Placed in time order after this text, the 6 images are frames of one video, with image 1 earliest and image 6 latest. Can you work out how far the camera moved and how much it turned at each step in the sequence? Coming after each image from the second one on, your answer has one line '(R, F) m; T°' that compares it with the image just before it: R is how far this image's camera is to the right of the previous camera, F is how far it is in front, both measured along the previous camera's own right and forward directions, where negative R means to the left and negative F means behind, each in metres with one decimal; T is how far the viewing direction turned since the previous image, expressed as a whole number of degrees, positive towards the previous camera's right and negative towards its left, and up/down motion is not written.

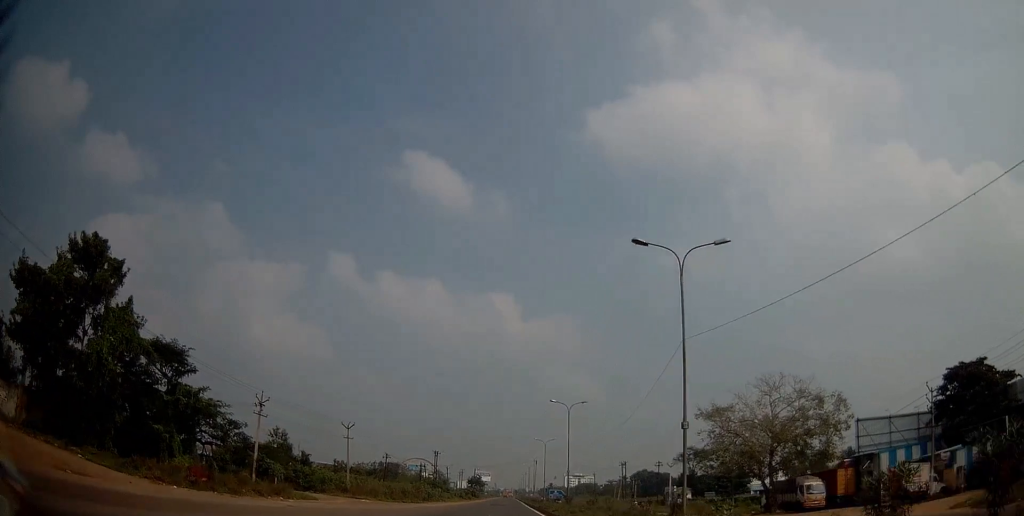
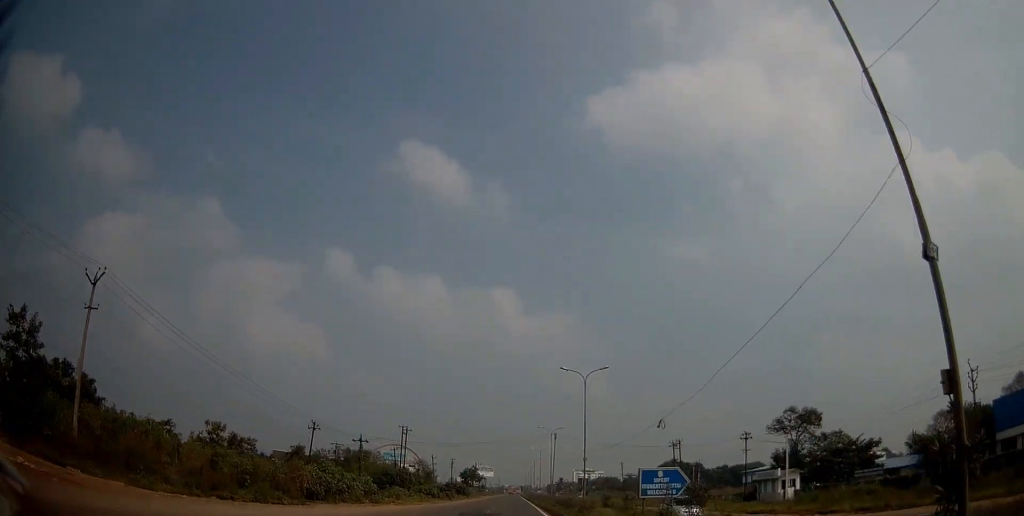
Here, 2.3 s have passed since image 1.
(0.0, +44.2) m; 0°
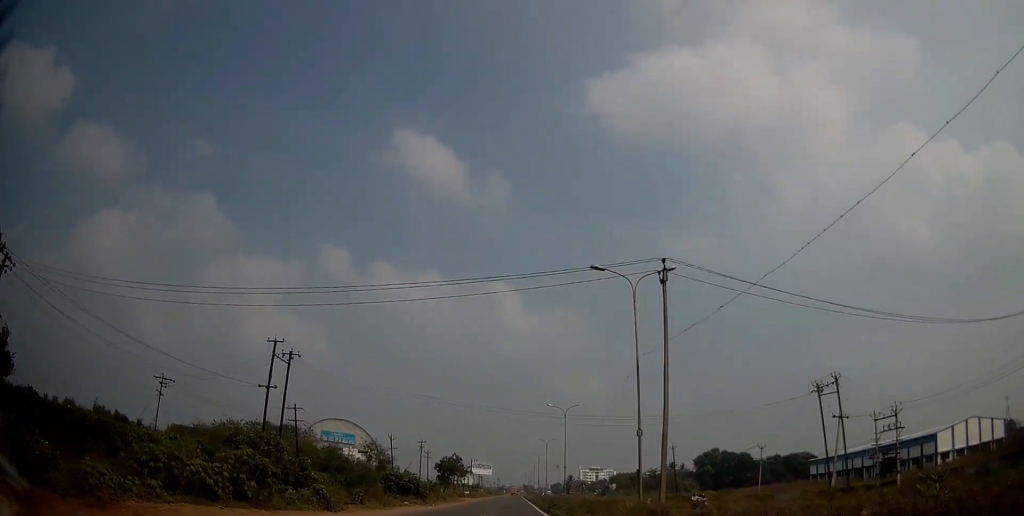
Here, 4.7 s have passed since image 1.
(-0.4, +50.8) m; -1°
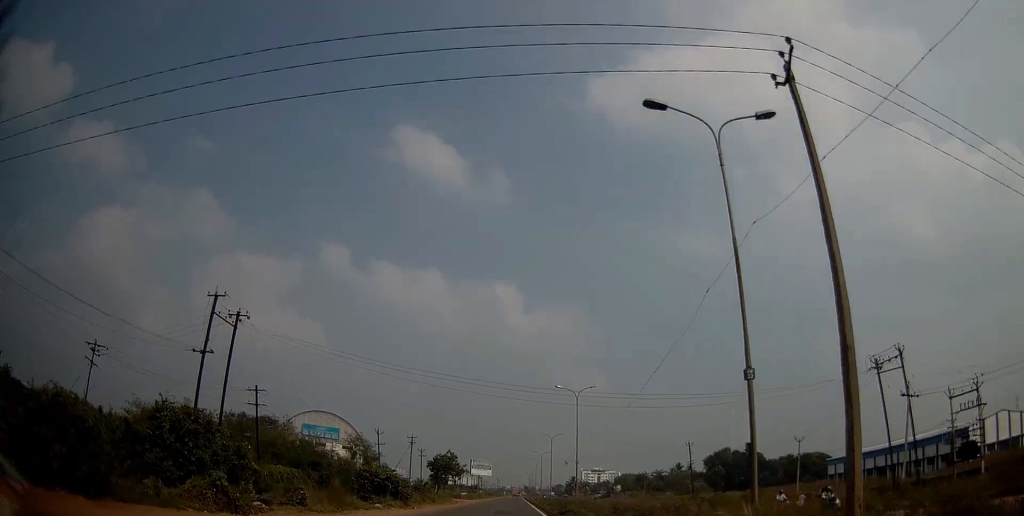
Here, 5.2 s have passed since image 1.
(0.0, +9.9) m; 0°
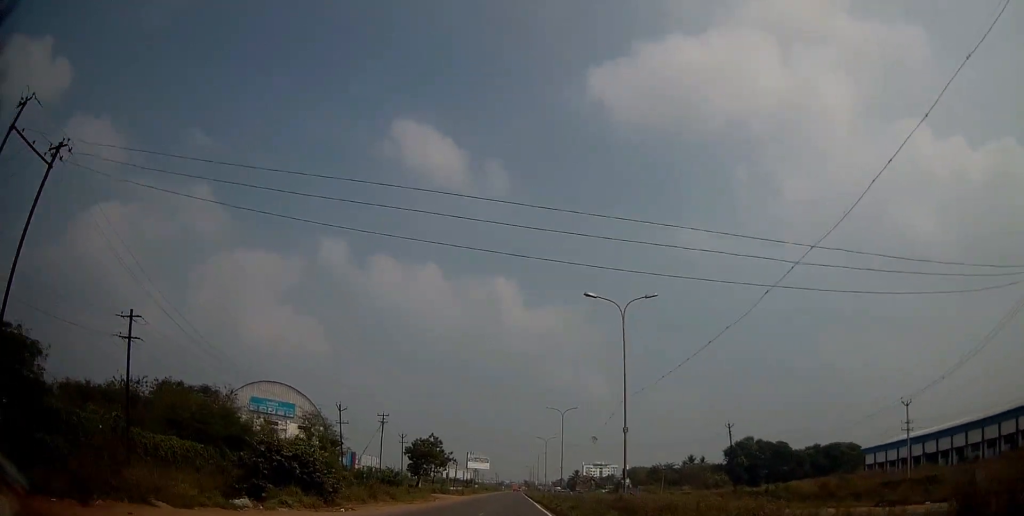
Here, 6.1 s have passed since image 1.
(+0.2, +19.4) m; 0°
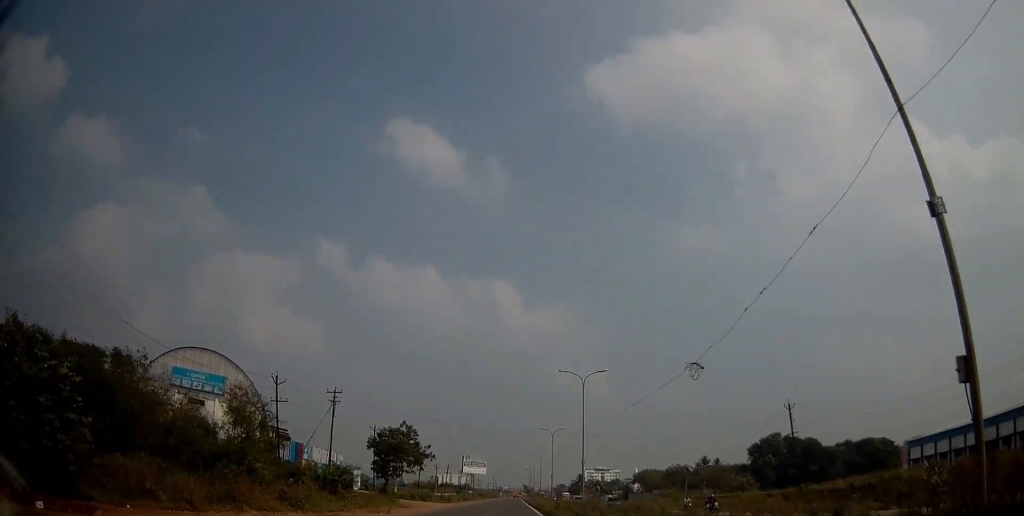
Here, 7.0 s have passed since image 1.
(-0.1, +19.1) m; 0°
